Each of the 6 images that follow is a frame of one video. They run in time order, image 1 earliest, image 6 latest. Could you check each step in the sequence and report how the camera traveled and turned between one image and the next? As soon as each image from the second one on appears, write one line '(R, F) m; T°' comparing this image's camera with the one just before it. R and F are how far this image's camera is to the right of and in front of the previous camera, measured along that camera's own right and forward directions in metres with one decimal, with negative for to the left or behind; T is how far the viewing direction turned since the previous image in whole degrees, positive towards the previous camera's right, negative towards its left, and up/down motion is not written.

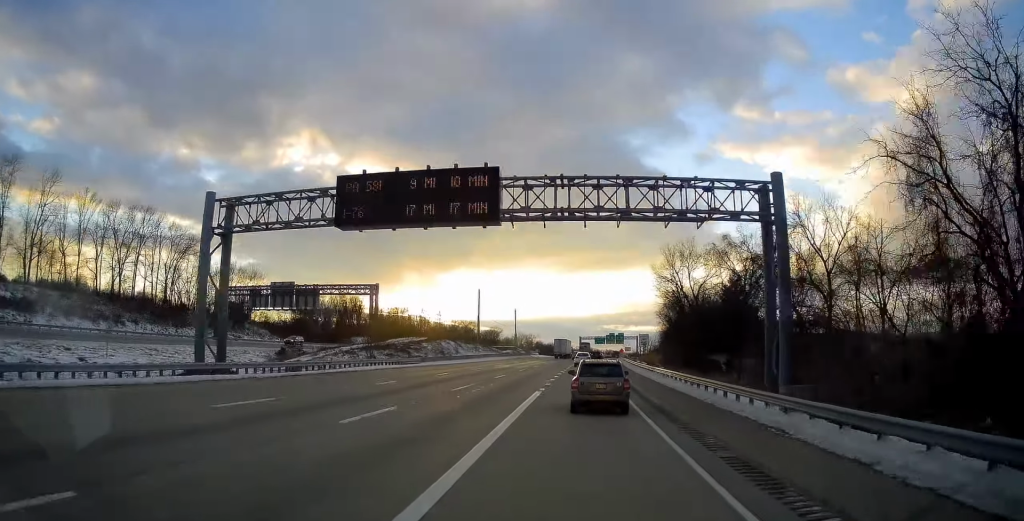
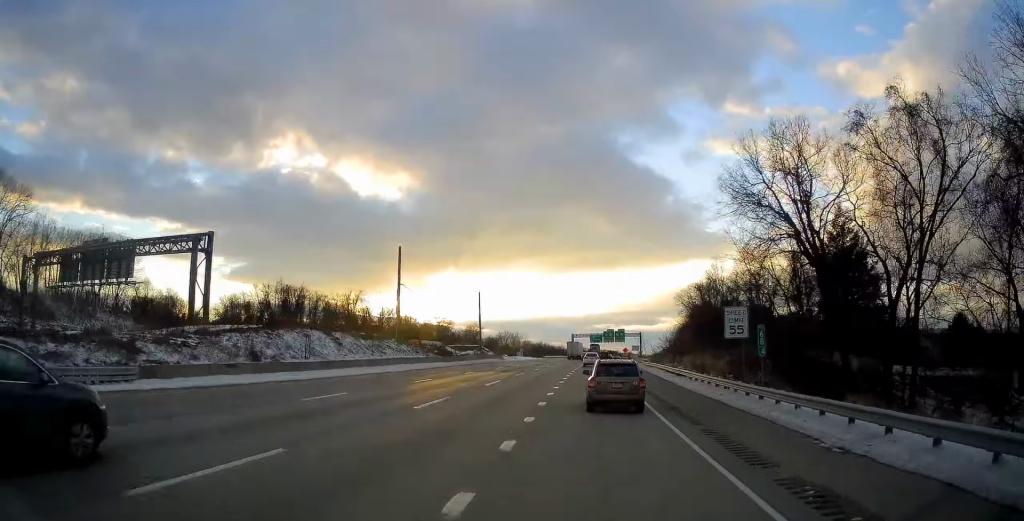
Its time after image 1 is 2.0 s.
(+0.3, +44.2) m; +1°
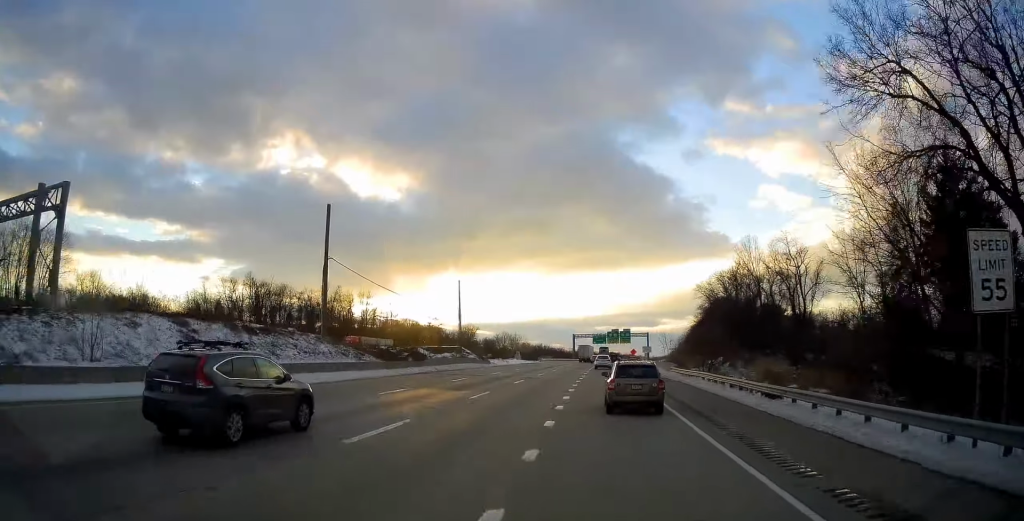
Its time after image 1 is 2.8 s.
(+0.3, +18.8) m; +1°
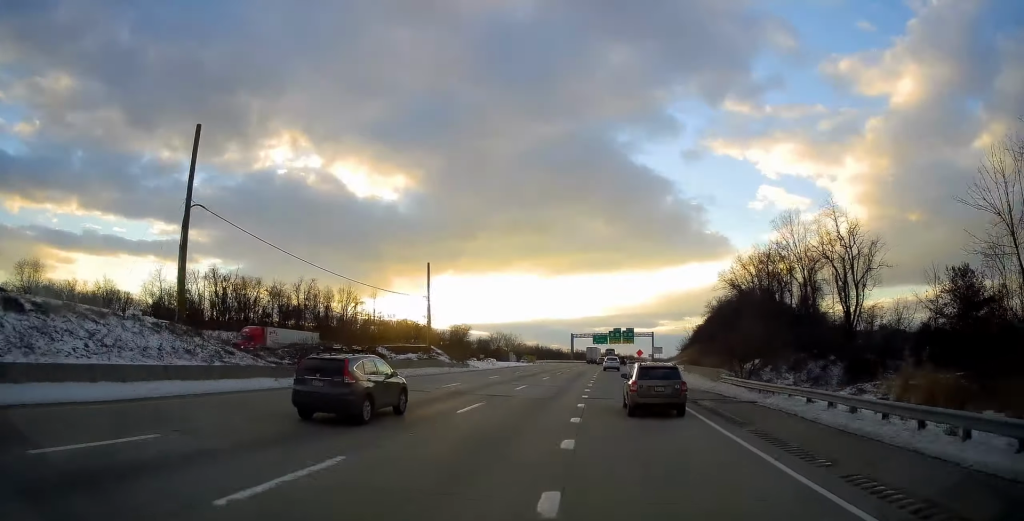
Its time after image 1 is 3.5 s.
(+0.1, +16.5) m; 0°
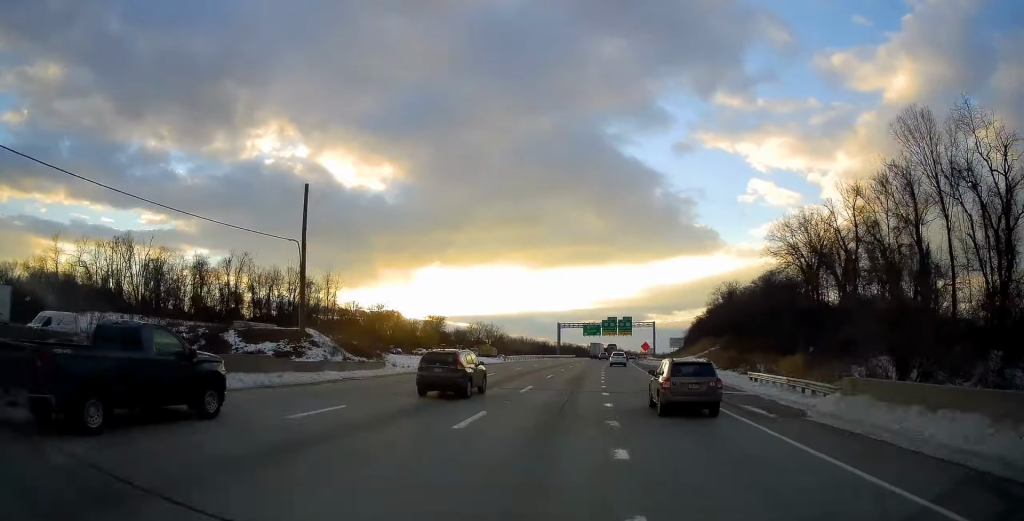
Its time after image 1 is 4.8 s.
(0.0, +28.2) m; 0°
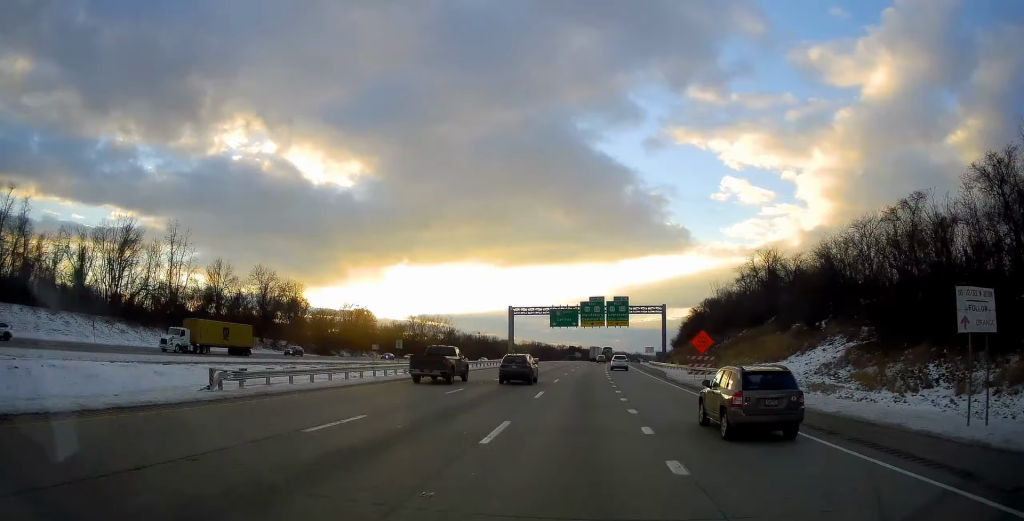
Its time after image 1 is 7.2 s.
(+1.5, +59.4) m; +4°
